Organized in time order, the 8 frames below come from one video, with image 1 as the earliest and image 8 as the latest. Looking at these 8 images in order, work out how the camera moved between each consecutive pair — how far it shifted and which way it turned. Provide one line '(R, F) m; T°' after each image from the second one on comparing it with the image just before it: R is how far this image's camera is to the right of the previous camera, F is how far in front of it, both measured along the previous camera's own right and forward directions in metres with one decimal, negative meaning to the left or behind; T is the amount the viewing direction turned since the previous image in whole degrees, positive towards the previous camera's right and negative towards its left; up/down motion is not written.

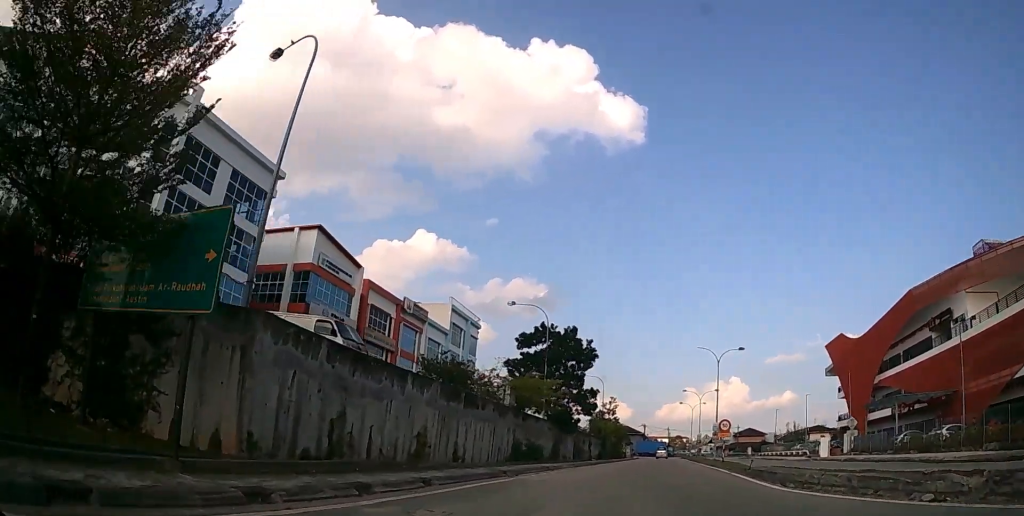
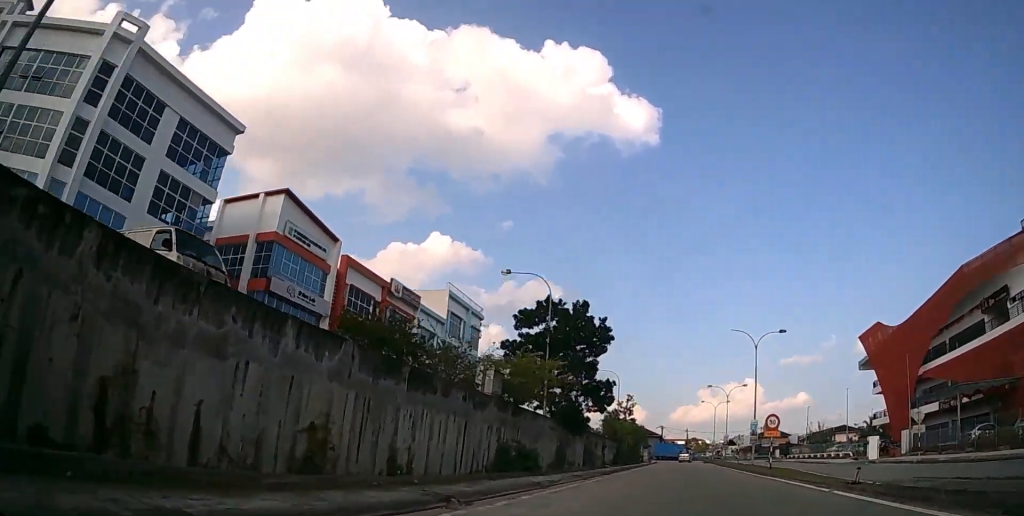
(-0.4, +8.6) m; -3°
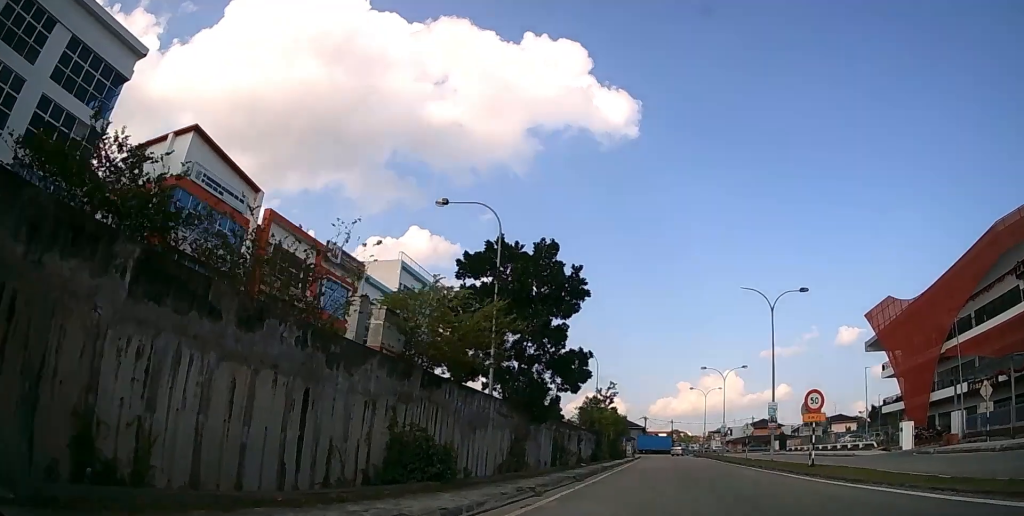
(-0.1, +9.9) m; 0°
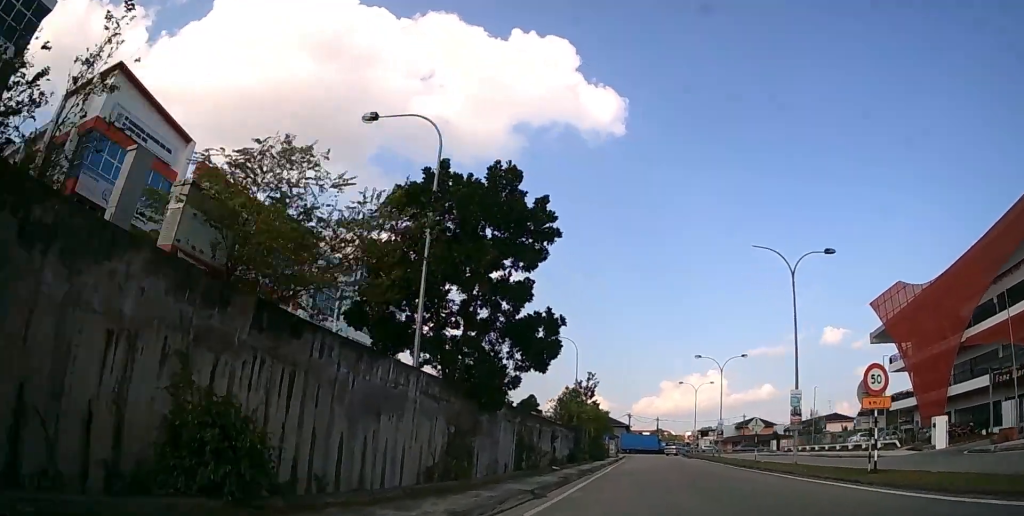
(0.0, +7.2) m; +2°
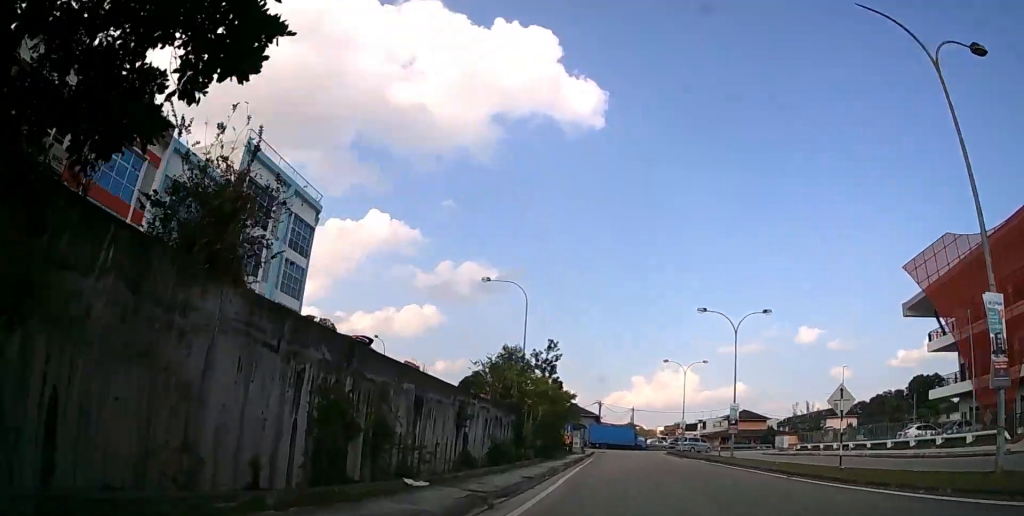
(+0.5, +16.7) m; +3°
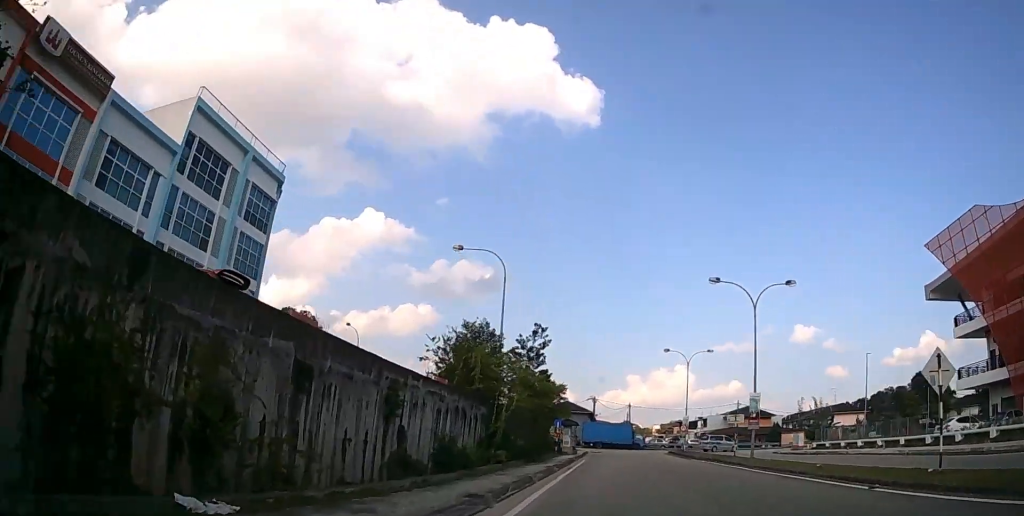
(0.0, +6.2) m; +1°
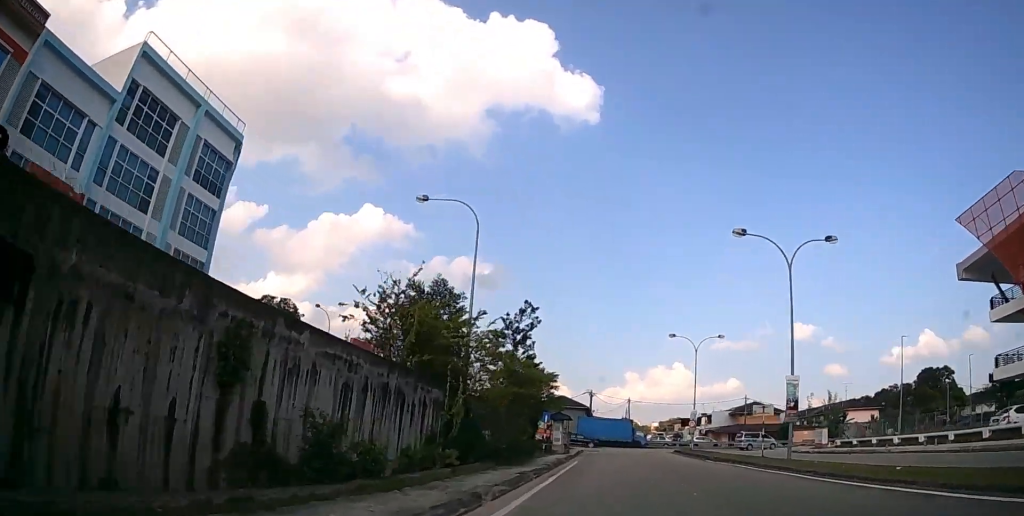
(+0.1, +6.3) m; 0°
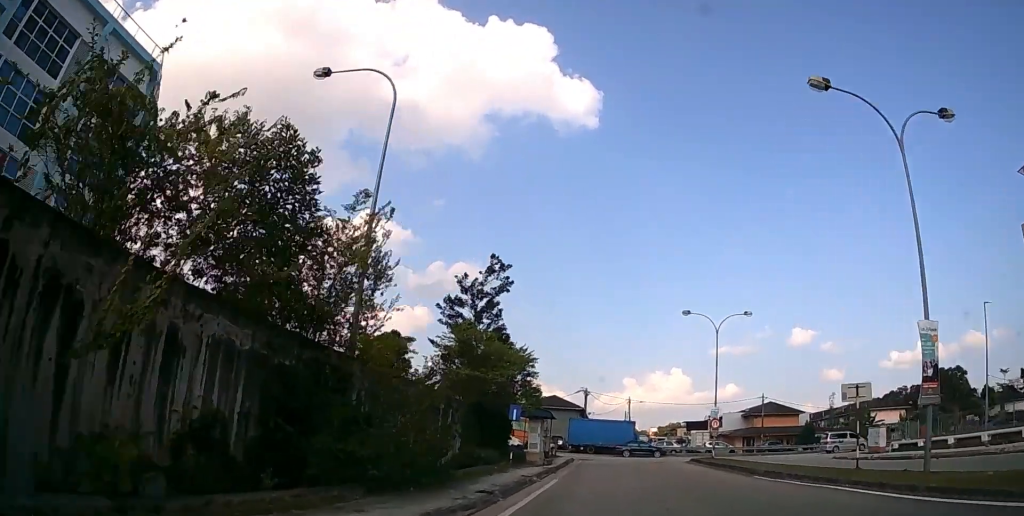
(+0.1, +10.8) m; 0°
